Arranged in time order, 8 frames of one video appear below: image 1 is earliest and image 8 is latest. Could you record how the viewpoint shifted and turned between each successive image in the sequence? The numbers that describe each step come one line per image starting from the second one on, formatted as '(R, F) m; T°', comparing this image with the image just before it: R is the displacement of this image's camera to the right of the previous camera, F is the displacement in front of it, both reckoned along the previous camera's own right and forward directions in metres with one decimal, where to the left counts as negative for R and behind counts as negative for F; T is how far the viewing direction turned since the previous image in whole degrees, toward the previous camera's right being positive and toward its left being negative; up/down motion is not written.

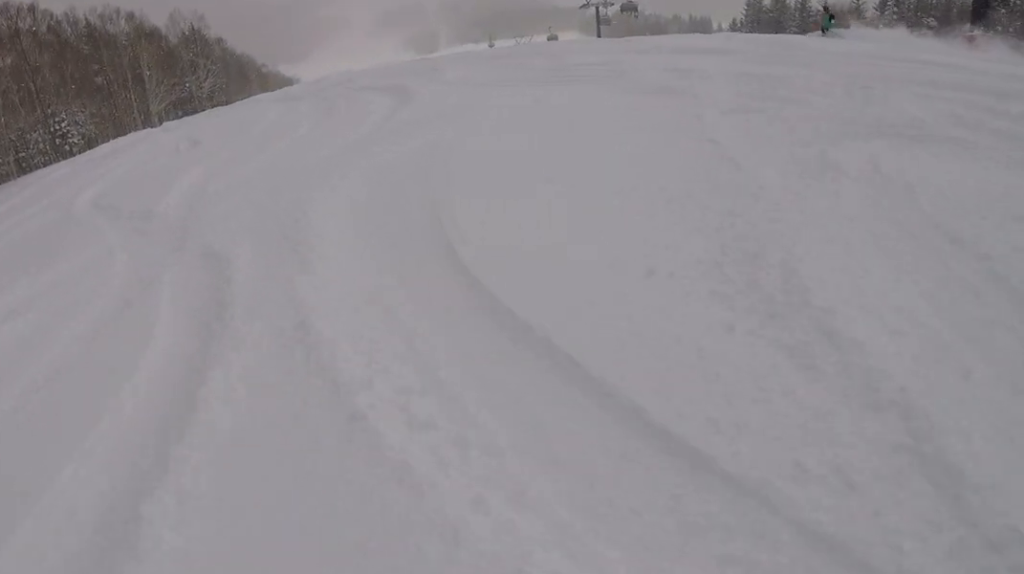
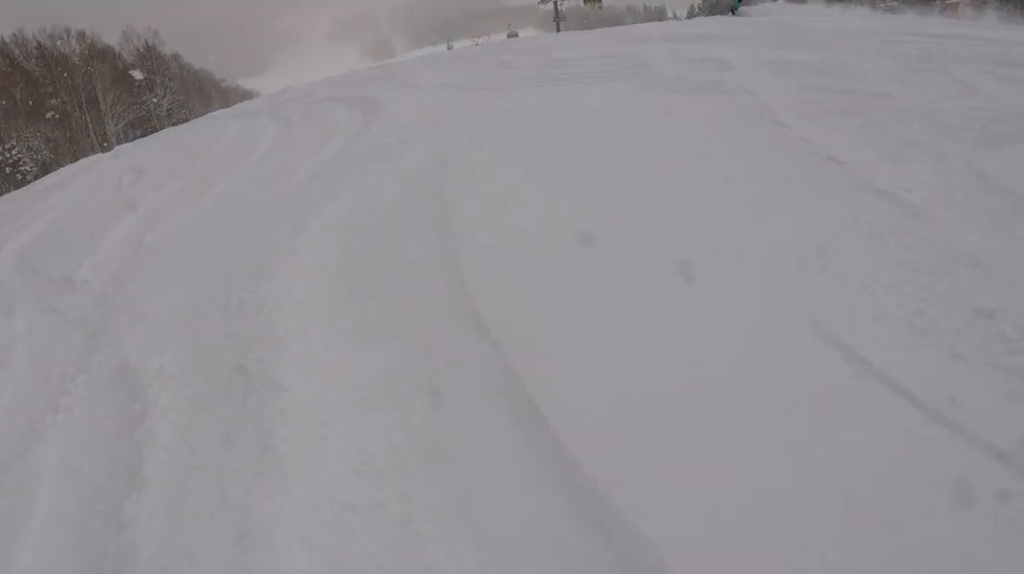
(0.0, +2.3) m; +4°
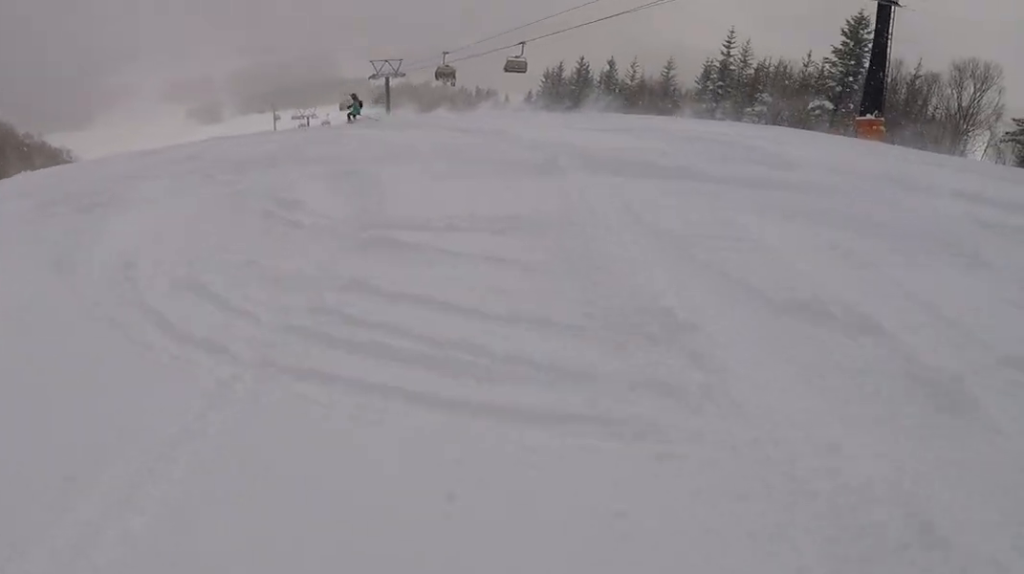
(+1.0, +7.9) m; +12°
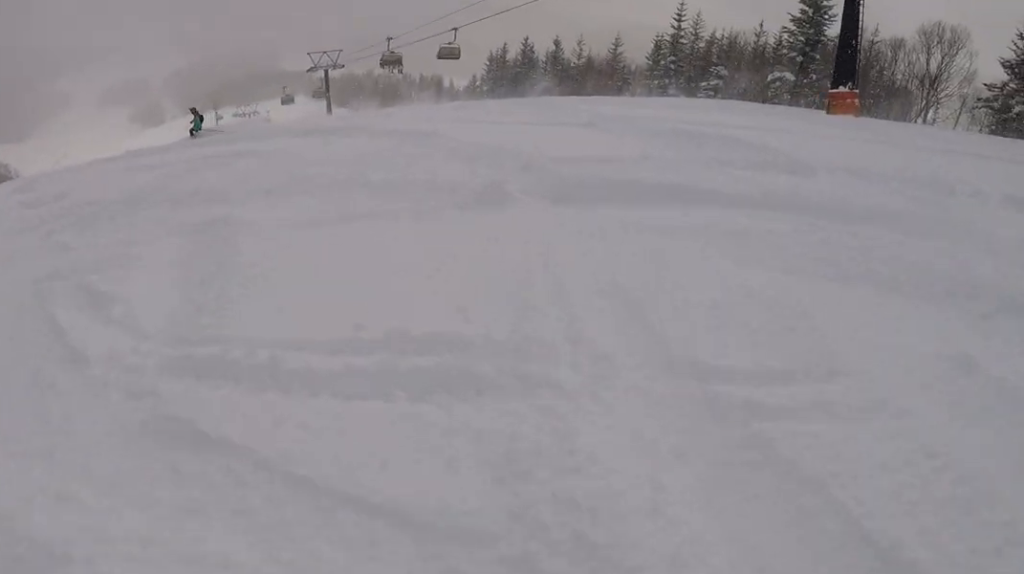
(+0.1, +2.8) m; +1°
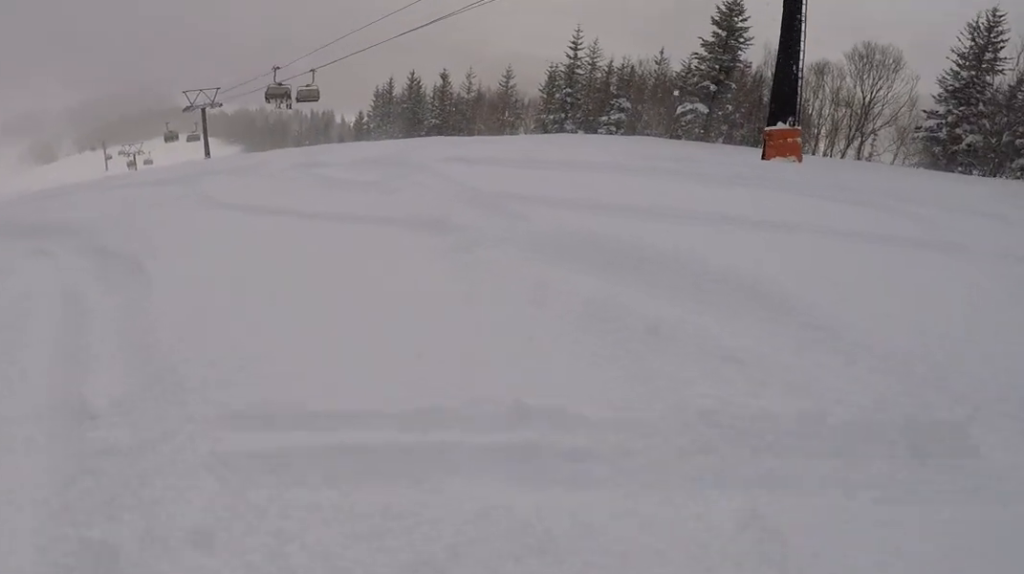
(0.0, +6.3) m; -9°
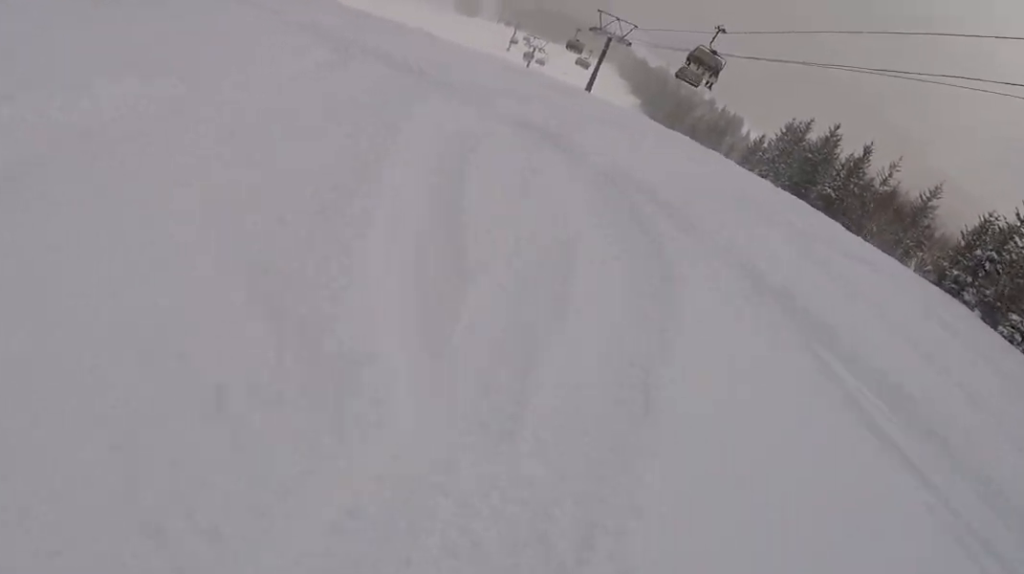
(-2.3, +7.1) m; -39°
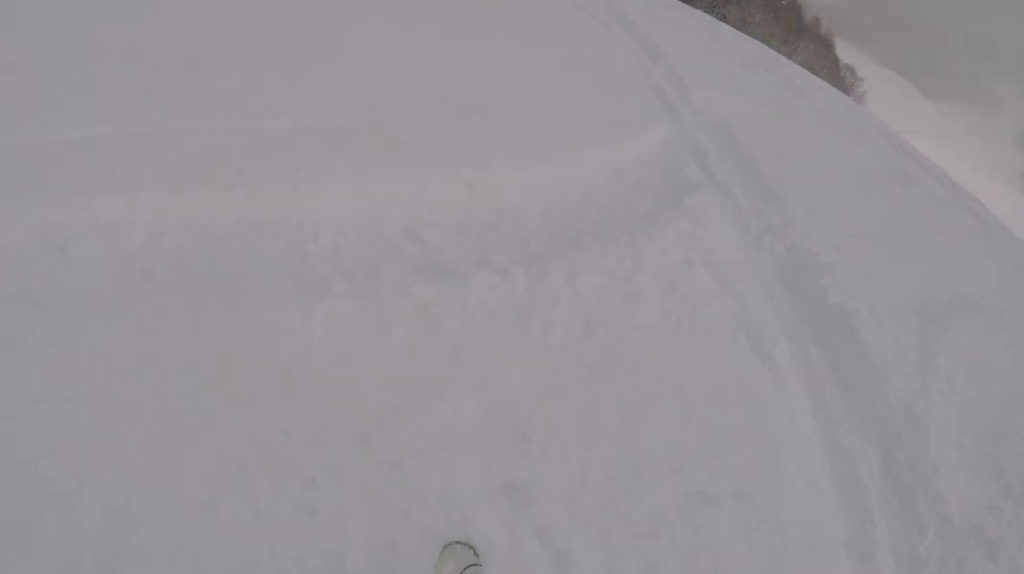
(-1.5, +7.1) m; -36°
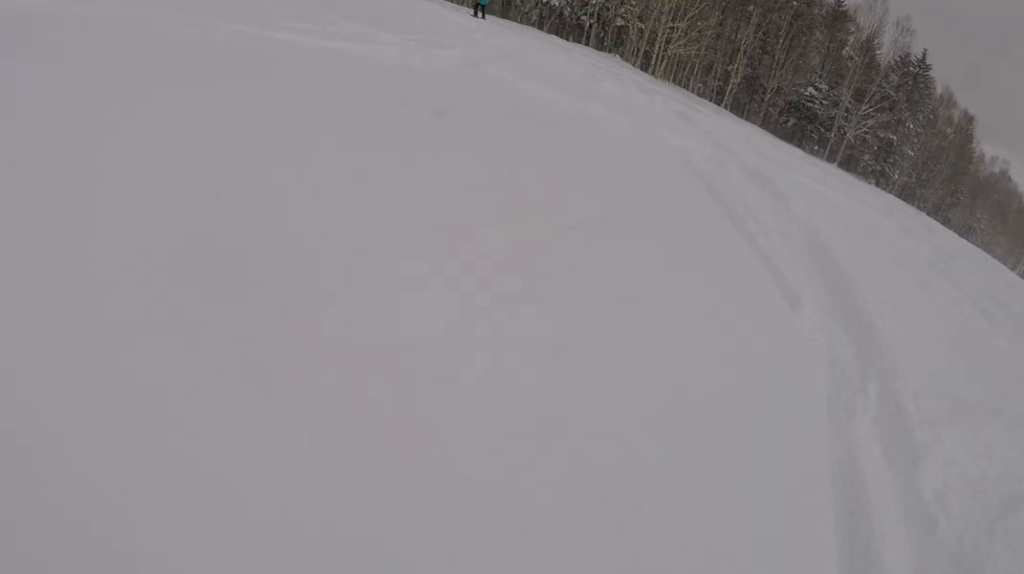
(-1.5, +3.8) m; -17°
